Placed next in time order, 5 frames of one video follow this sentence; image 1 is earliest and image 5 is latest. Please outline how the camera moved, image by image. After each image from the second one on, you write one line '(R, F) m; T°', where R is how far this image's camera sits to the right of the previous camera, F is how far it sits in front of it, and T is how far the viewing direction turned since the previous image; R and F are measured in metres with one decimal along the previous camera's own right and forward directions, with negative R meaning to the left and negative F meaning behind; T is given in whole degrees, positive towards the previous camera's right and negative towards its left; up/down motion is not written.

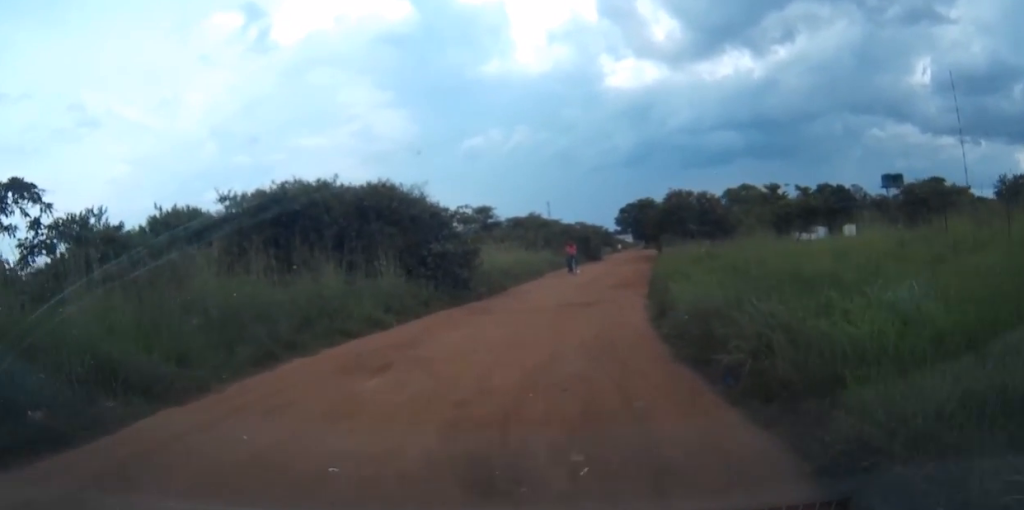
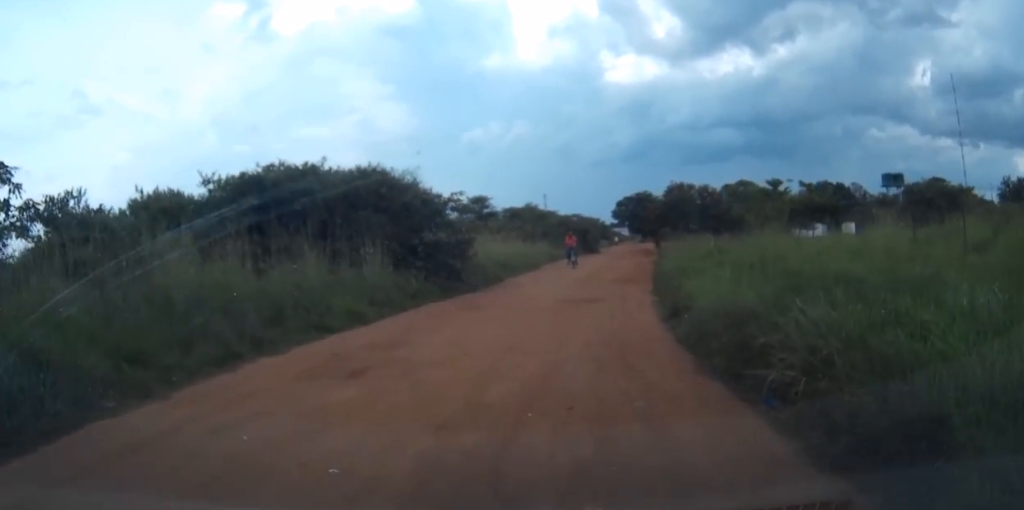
(0.0, +1.5) m; 0°
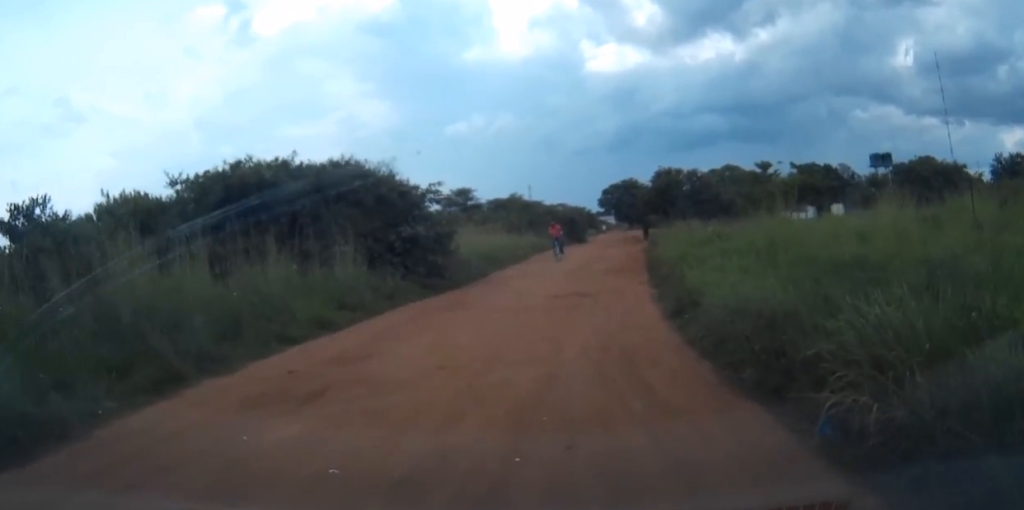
(0.0, +1.6) m; +1°
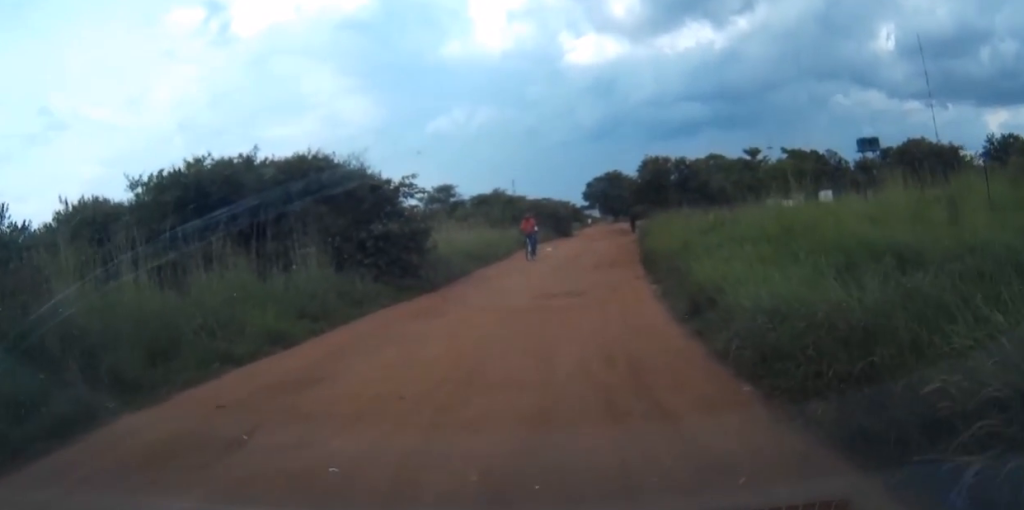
(0.0, +2.3) m; +3°
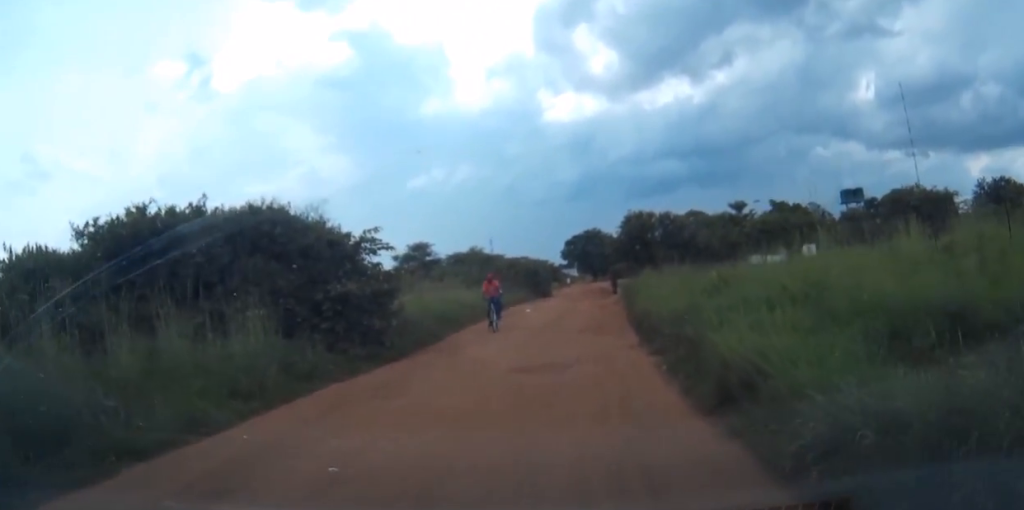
(+0.2, +2.4) m; +2°
